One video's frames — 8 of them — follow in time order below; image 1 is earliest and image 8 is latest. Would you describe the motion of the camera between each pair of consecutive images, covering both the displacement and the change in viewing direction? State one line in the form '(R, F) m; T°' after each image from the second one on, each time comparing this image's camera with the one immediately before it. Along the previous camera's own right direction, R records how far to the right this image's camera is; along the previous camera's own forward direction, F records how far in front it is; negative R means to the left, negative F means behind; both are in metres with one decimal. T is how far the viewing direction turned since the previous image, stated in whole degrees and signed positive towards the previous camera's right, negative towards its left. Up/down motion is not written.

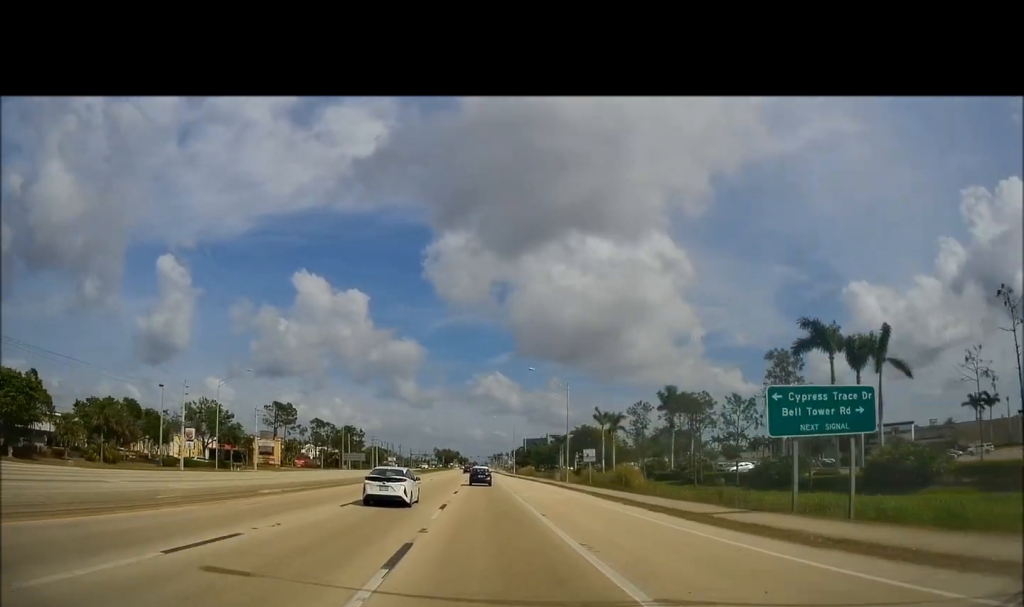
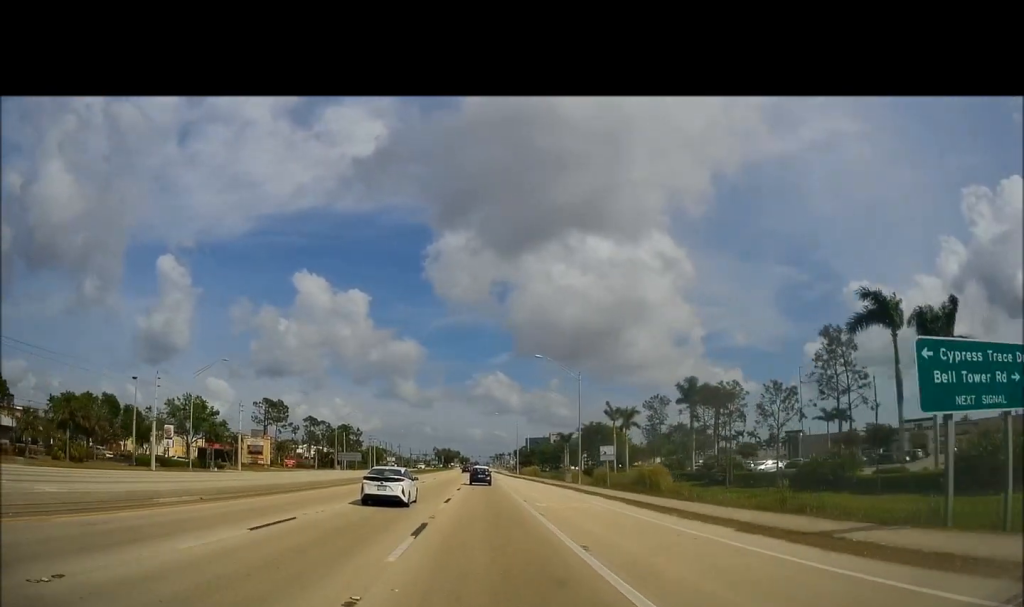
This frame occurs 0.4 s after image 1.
(0.0, +8.1) m; 0°
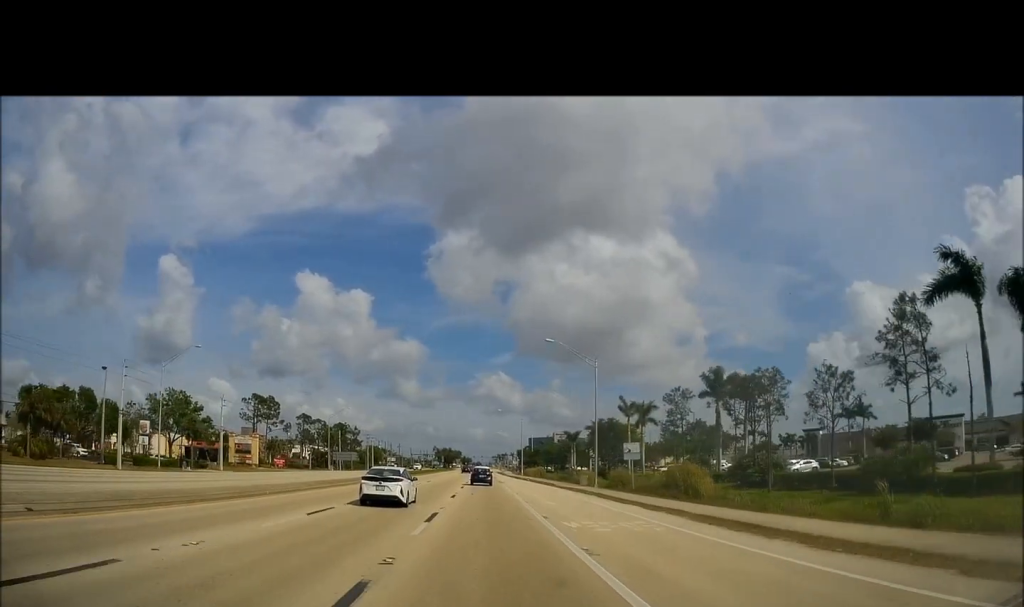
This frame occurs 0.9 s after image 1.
(0.0, +8.3) m; 0°
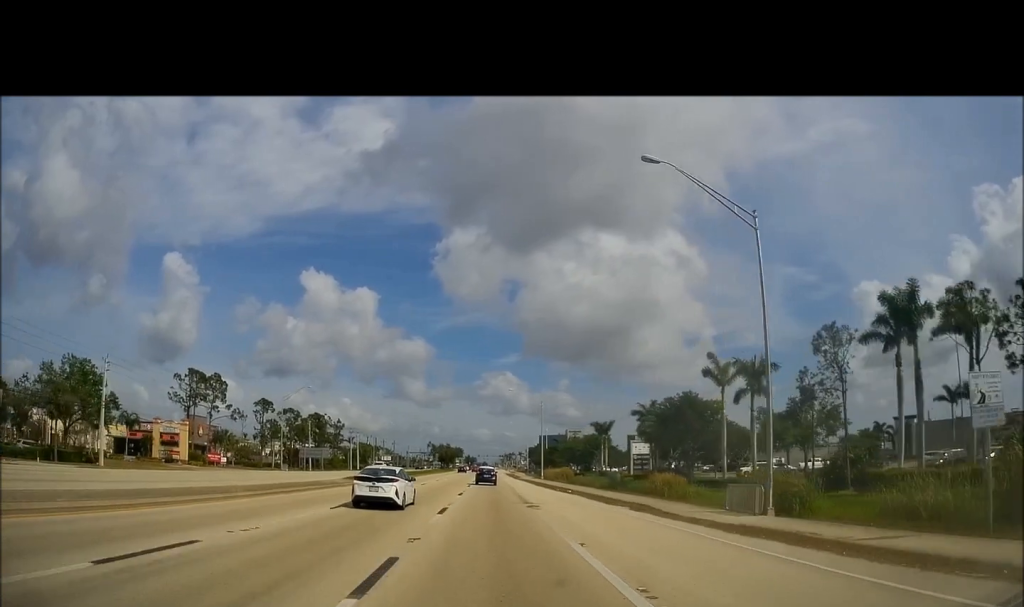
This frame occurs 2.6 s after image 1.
(-0.4, +33.8) m; -1°
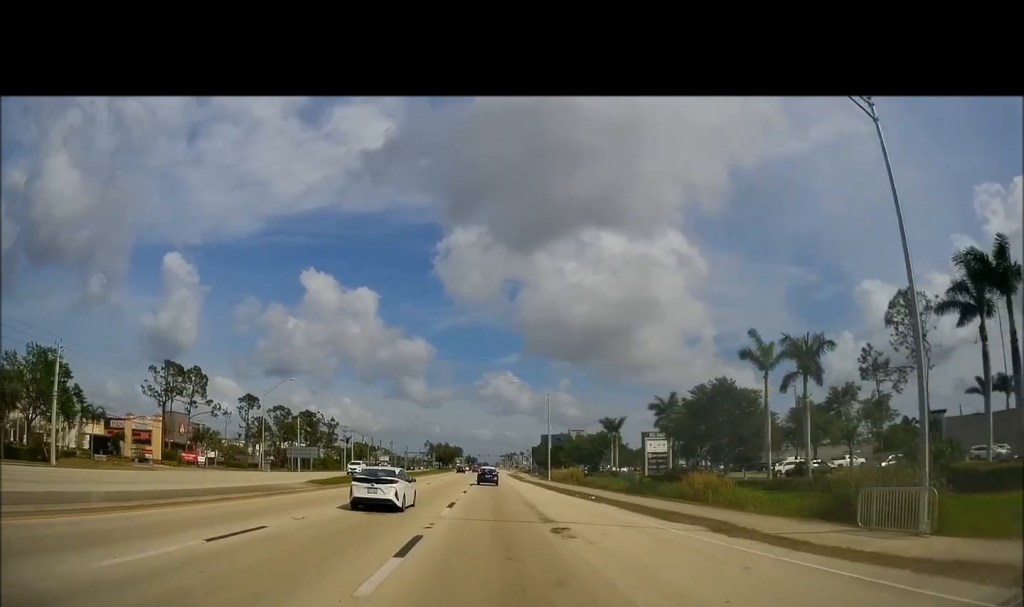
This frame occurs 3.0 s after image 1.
(-0.2, +8.9) m; 0°
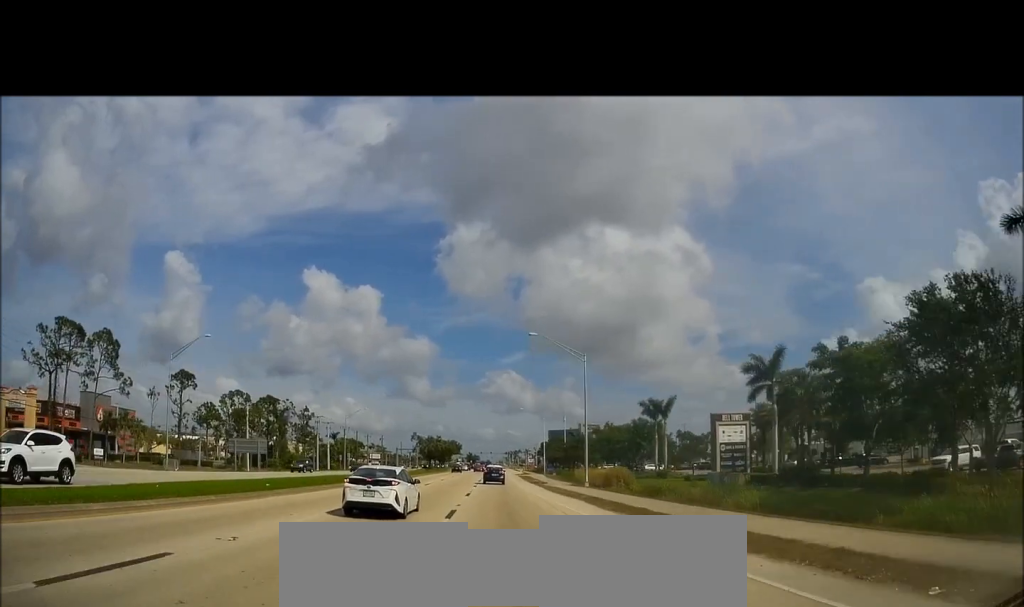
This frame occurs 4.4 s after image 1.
(+0.5, +29.5) m; +1°
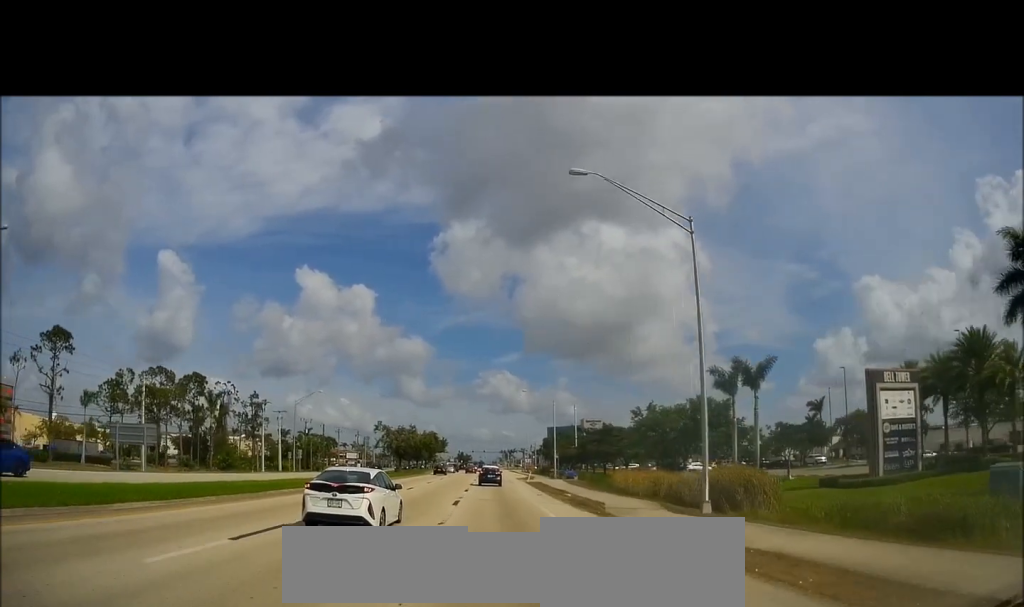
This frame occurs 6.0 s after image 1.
(-0.6, +32.1) m; -2°
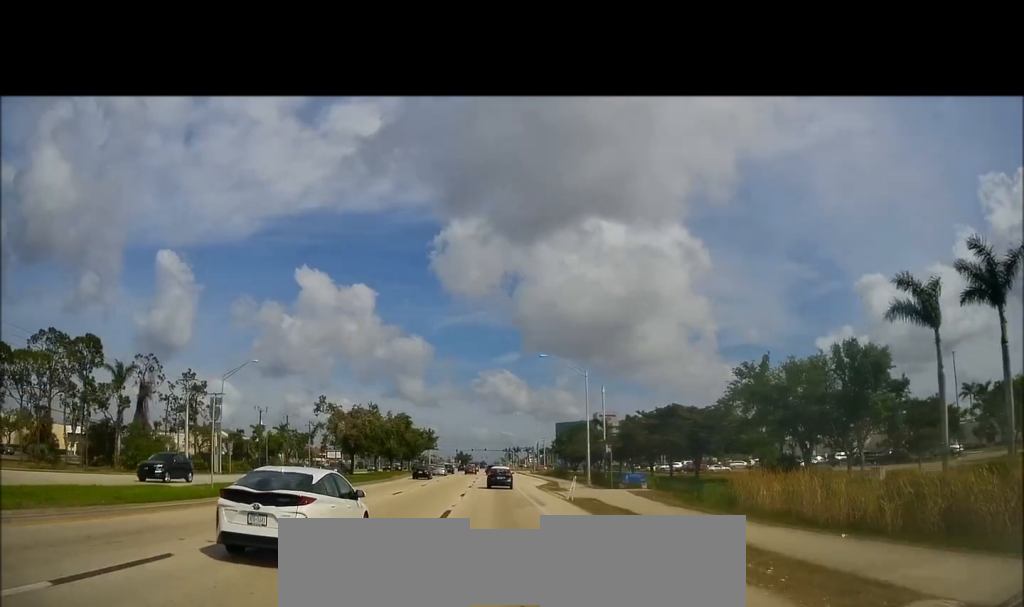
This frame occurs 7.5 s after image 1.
(+0.2, +30.9) m; +2°
